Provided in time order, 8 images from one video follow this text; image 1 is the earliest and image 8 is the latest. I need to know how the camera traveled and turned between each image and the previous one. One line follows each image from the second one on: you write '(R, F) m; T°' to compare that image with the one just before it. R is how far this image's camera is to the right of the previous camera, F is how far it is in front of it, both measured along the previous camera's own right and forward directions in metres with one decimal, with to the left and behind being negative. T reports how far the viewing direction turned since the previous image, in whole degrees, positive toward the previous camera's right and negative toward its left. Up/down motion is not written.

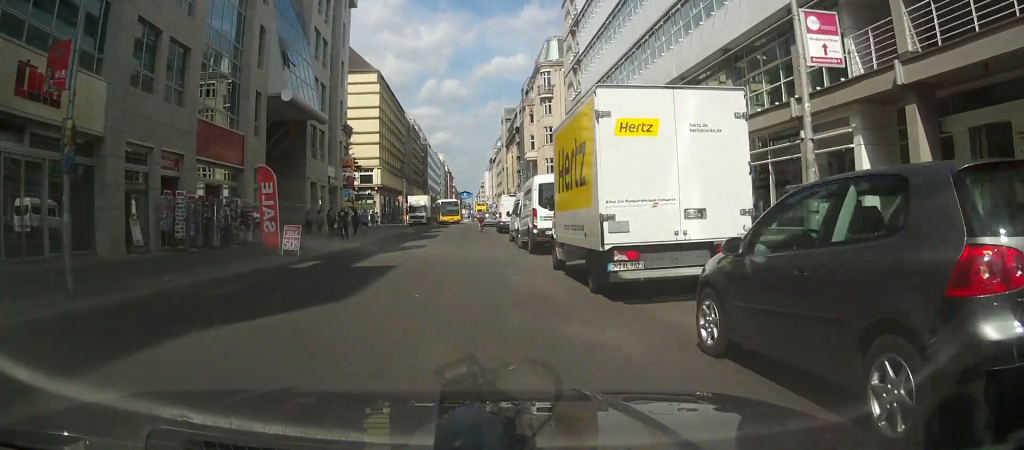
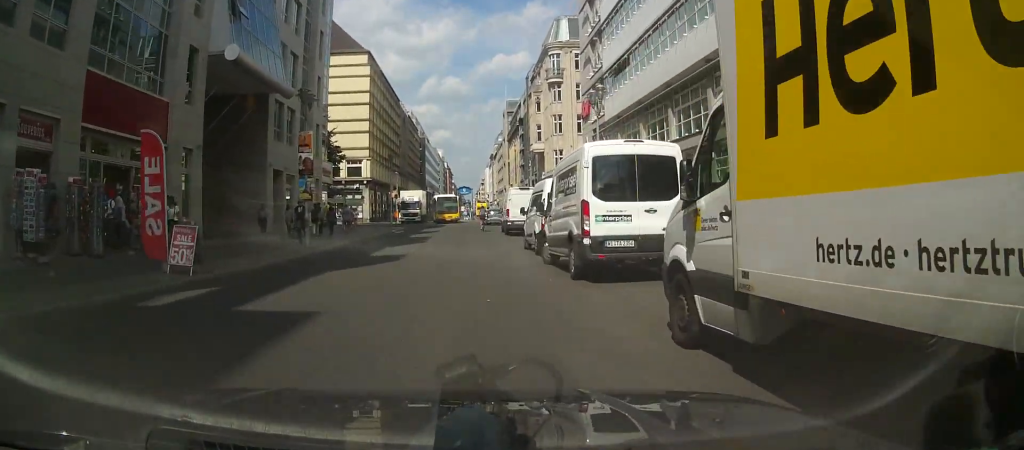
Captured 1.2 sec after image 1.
(+0.1, +7.1) m; +4°
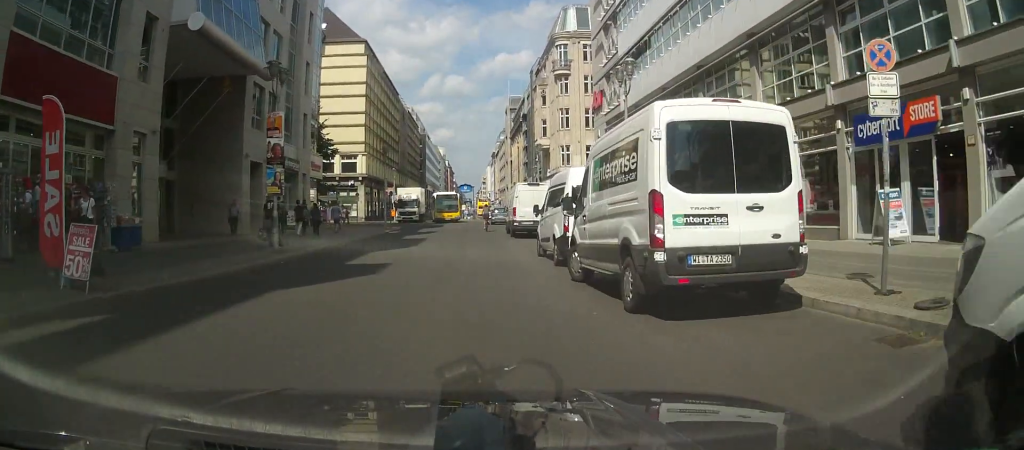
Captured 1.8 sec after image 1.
(+0.2, +3.7) m; 0°
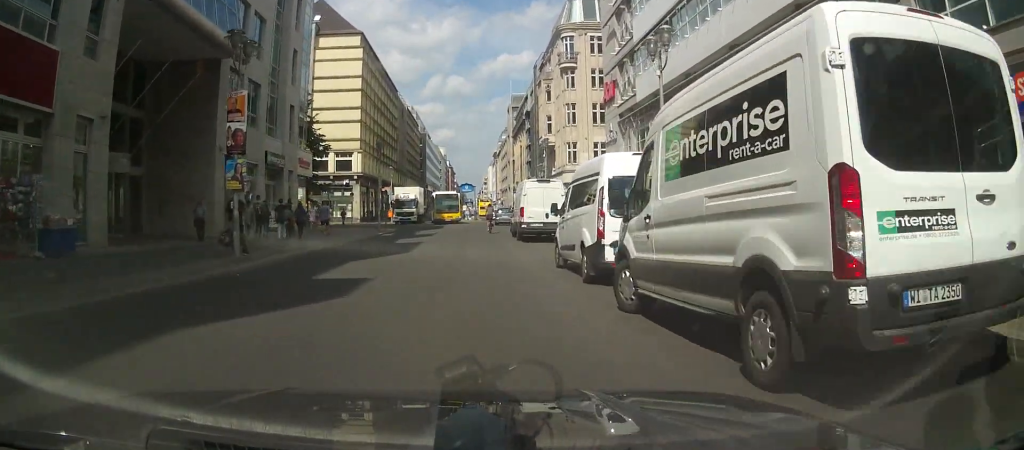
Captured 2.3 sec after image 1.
(0.0, +3.3) m; -1°
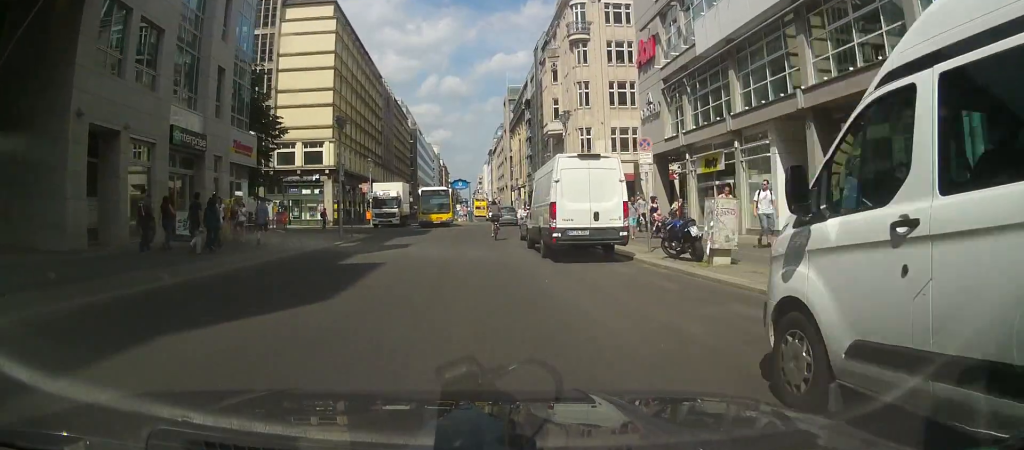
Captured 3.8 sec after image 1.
(-0.6, +9.8) m; -5°
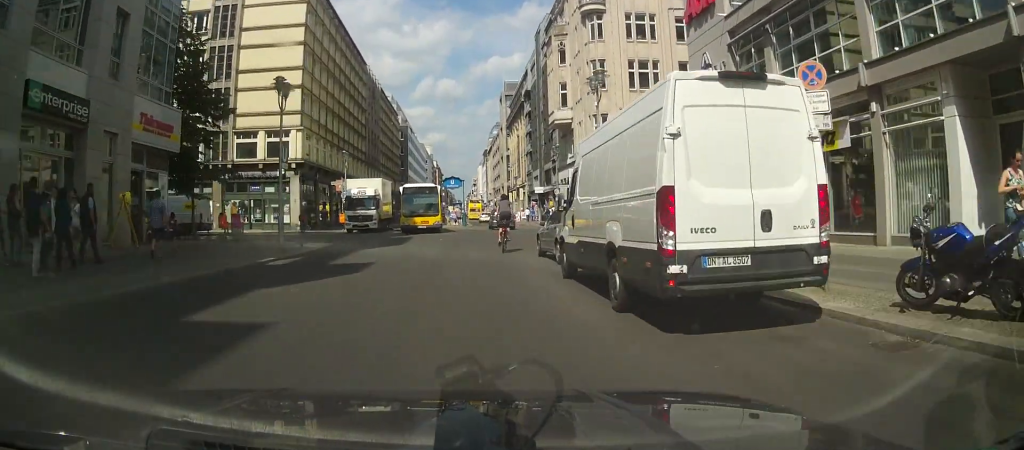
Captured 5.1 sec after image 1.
(-0.1, +8.1) m; -1°
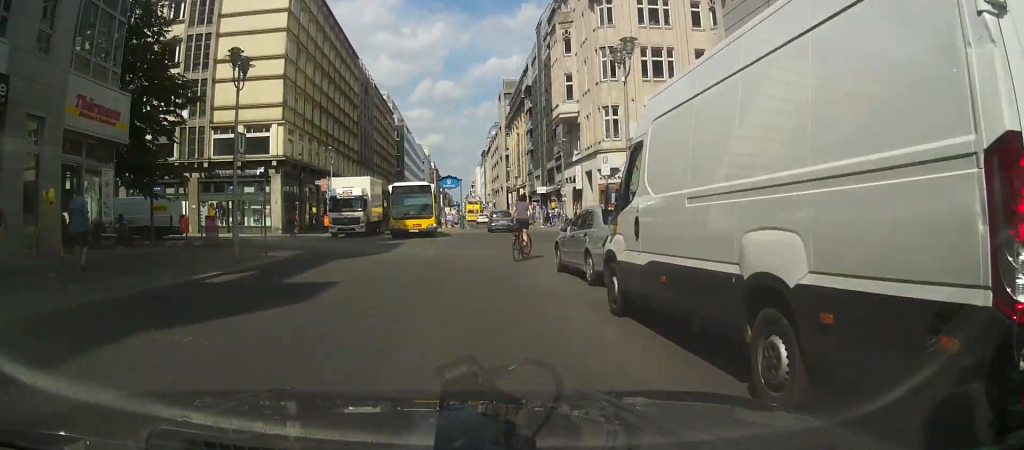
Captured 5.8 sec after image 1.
(0.0, +4.0) m; 0°
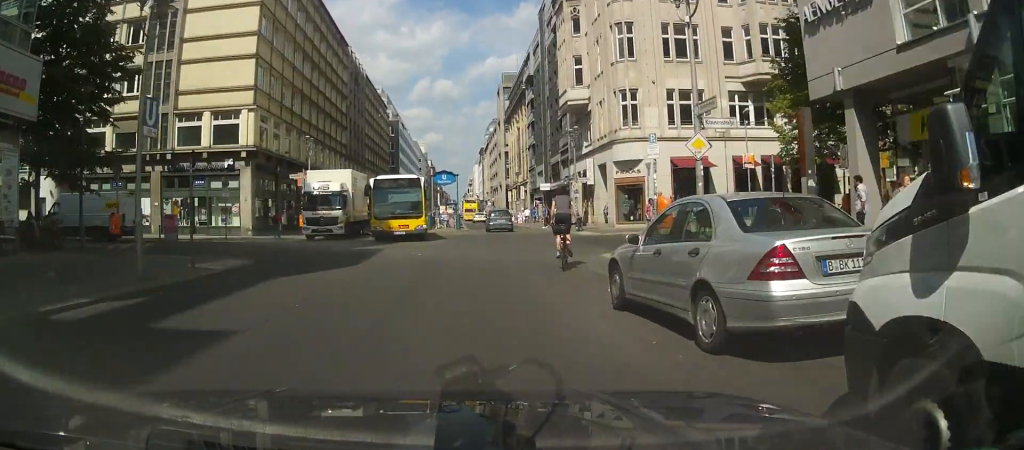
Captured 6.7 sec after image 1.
(0.0, +5.3) m; 0°
